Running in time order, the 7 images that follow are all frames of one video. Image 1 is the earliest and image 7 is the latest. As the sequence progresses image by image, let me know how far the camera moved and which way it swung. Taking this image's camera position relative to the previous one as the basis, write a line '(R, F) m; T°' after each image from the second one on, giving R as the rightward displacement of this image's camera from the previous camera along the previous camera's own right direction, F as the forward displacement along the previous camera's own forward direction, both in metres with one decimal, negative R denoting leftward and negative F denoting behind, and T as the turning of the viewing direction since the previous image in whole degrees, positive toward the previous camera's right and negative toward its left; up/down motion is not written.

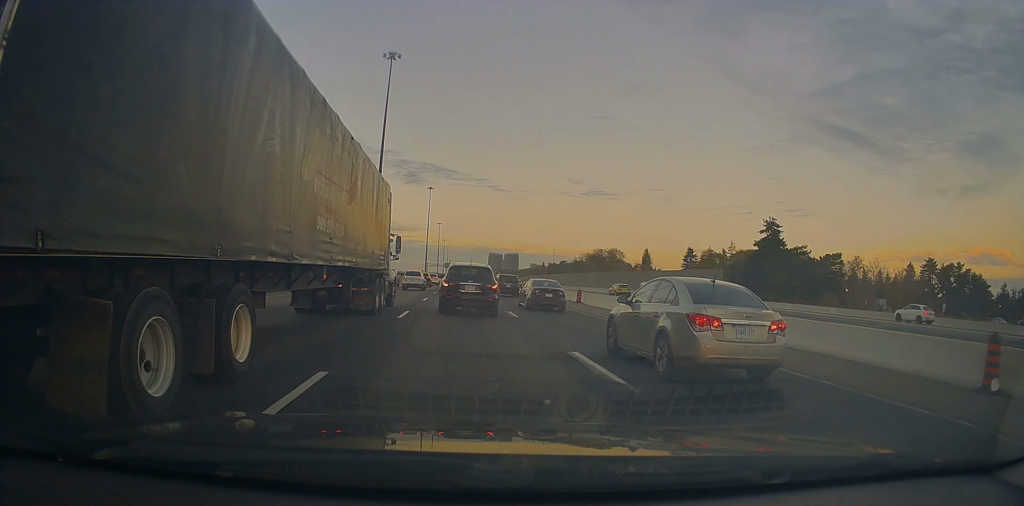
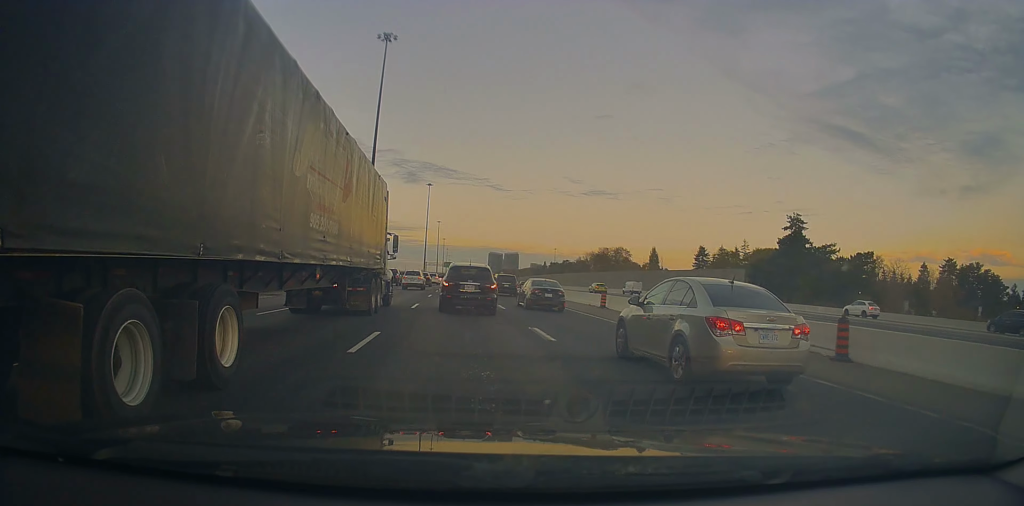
(+0.2, +7.3) m; 0°
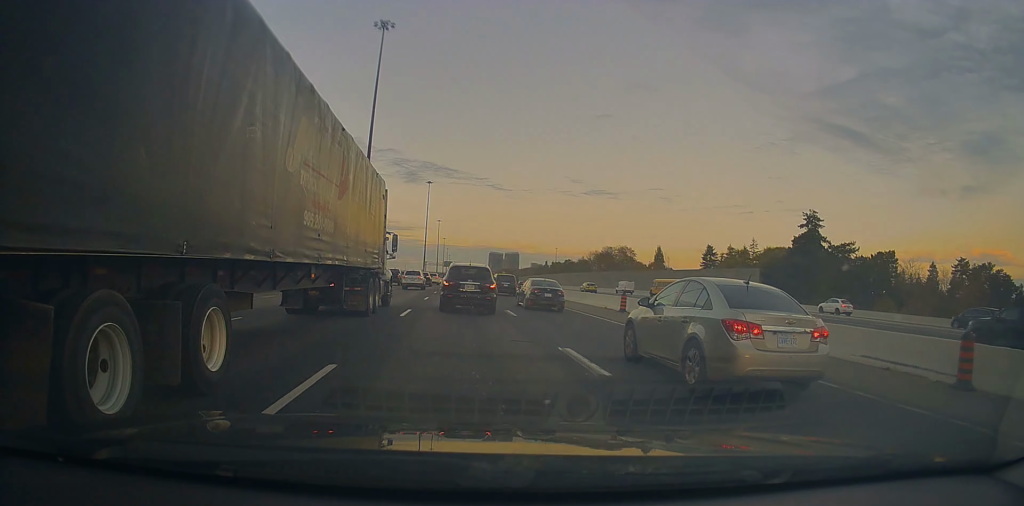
(+0.2, +4.4) m; -2°
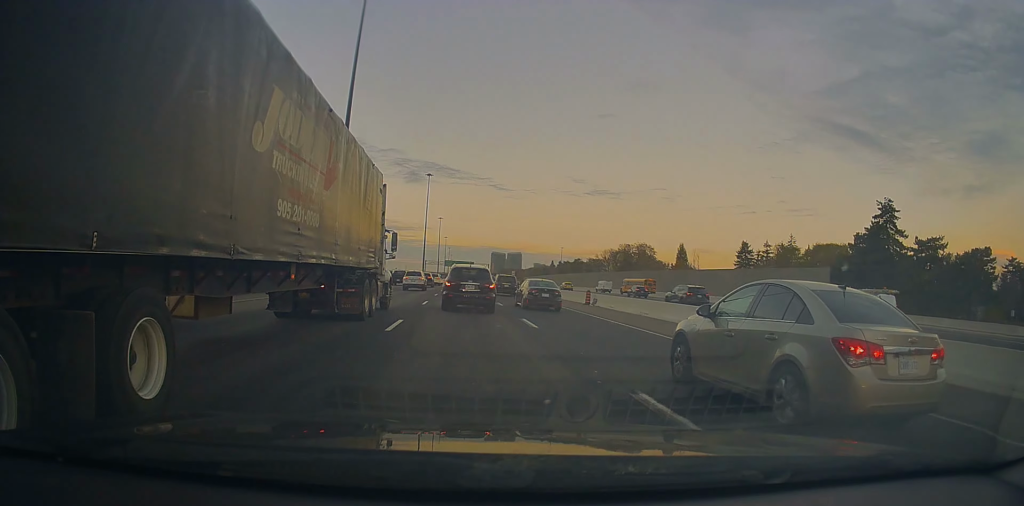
(-1.0, +16.4) m; -1°
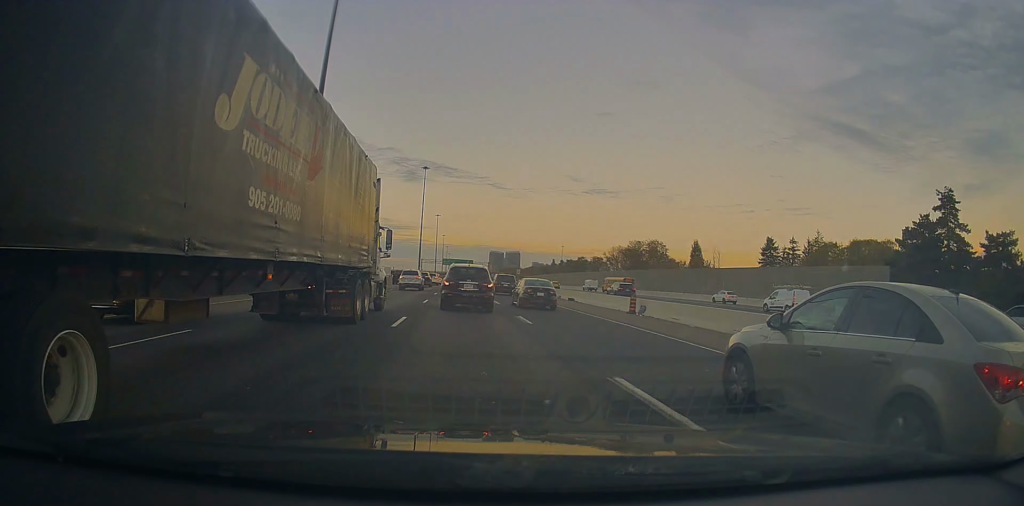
(+0.7, +11.1) m; +4°
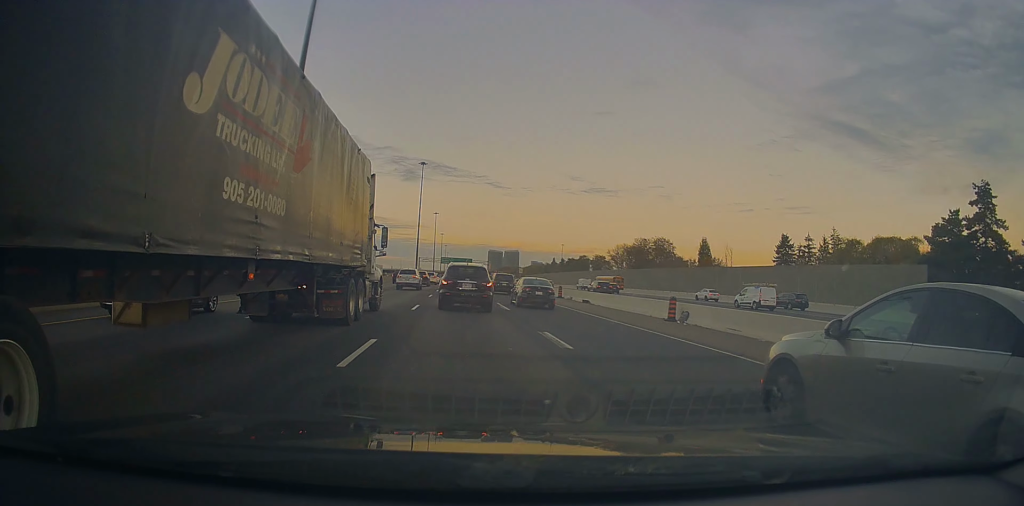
(0.0, +6.0) m; 0°
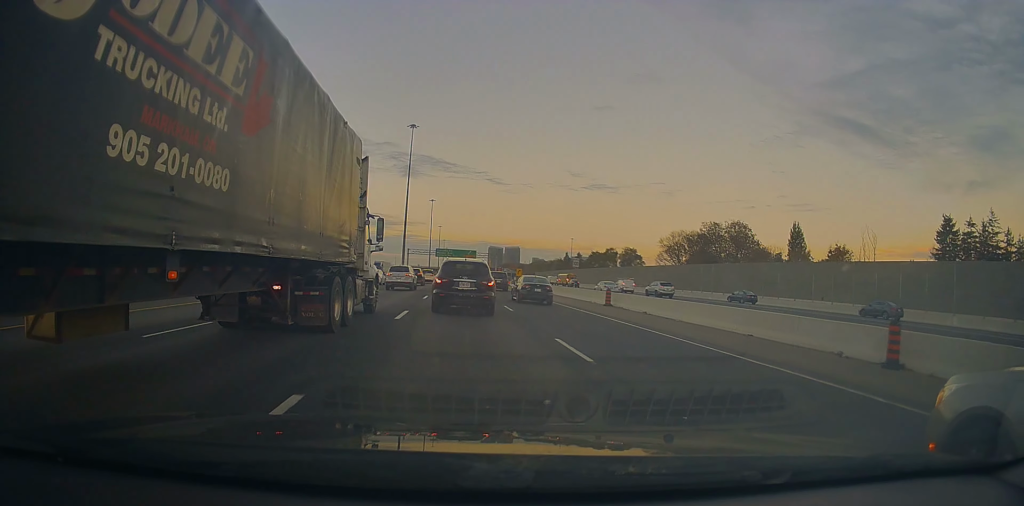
(0.0, +41.7) m; 0°
